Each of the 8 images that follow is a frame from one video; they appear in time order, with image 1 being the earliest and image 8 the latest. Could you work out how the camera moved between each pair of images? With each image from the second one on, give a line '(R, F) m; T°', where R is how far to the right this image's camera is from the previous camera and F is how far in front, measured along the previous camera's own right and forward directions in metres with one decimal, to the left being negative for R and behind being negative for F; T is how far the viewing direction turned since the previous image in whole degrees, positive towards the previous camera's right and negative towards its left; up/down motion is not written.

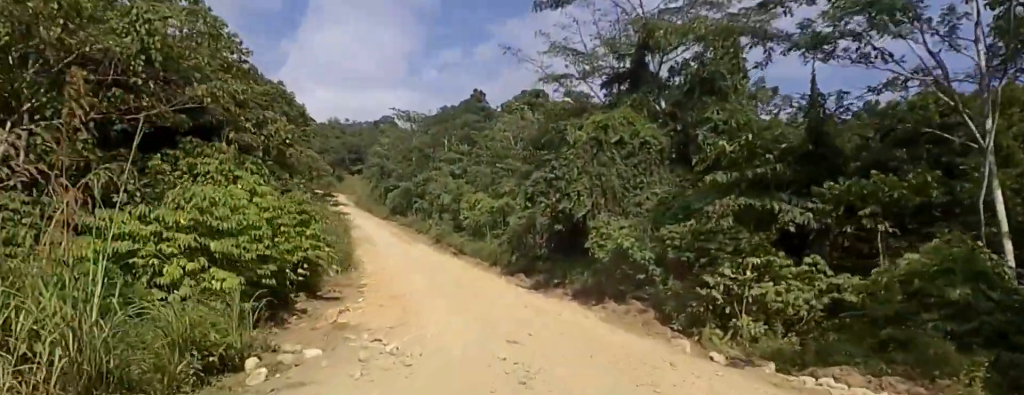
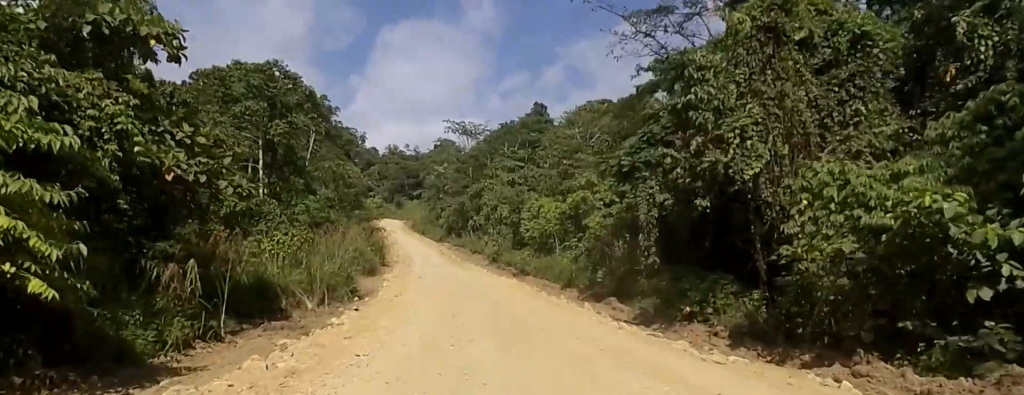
(-0.8, +18.1) m; -10°
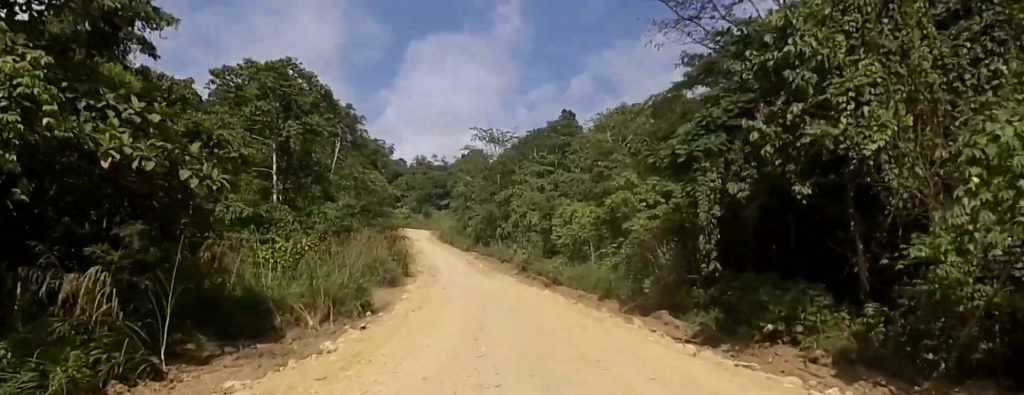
(-0.4, +4.6) m; -4°
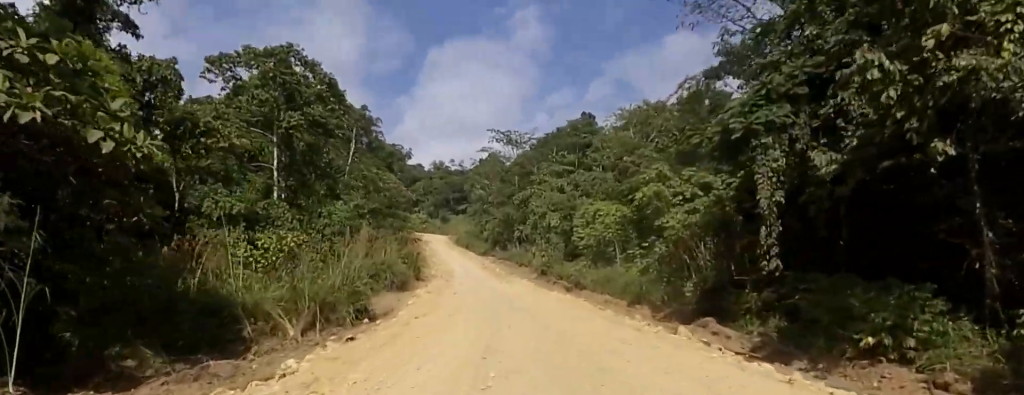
(0.0, +4.3) m; -1°
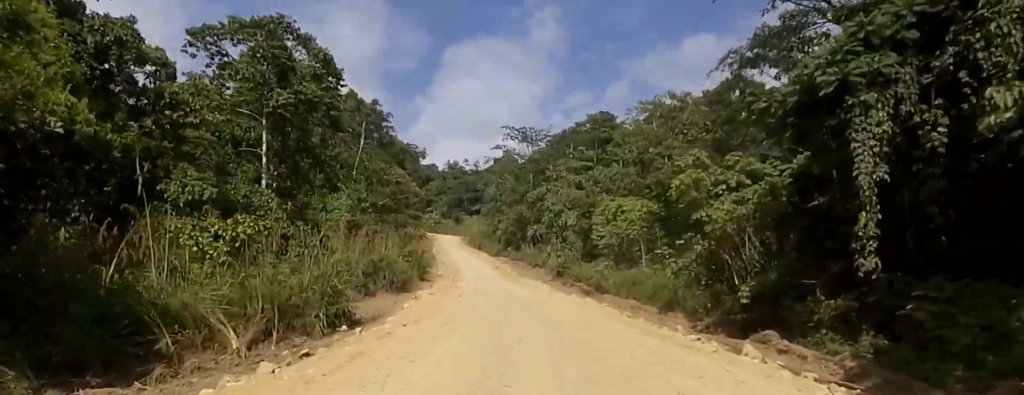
(0.0, +5.1) m; 0°
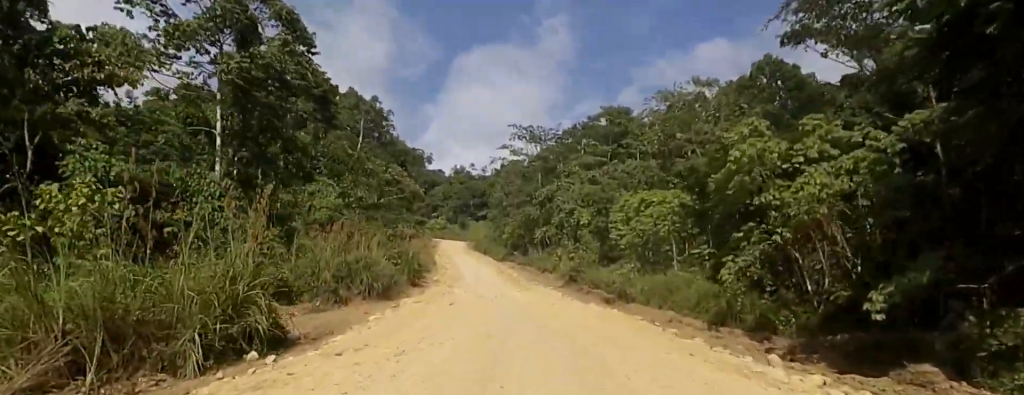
(0.0, +7.5) m; 0°
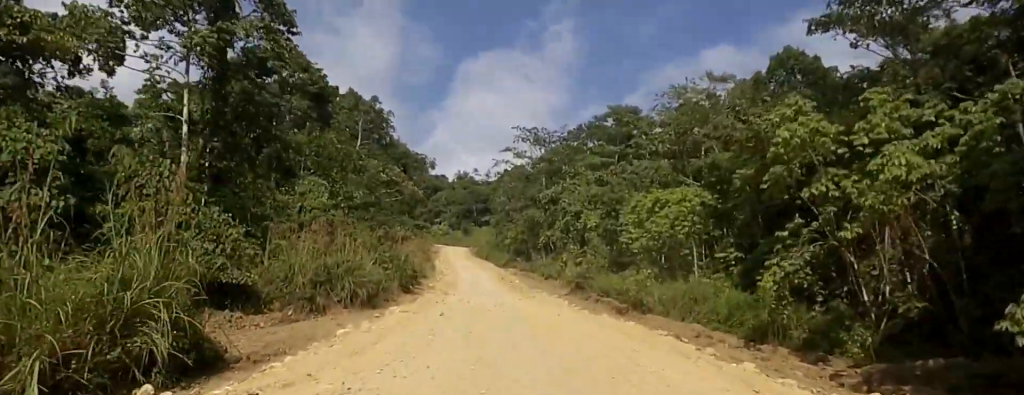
(0.0, +3.6) m; 0°
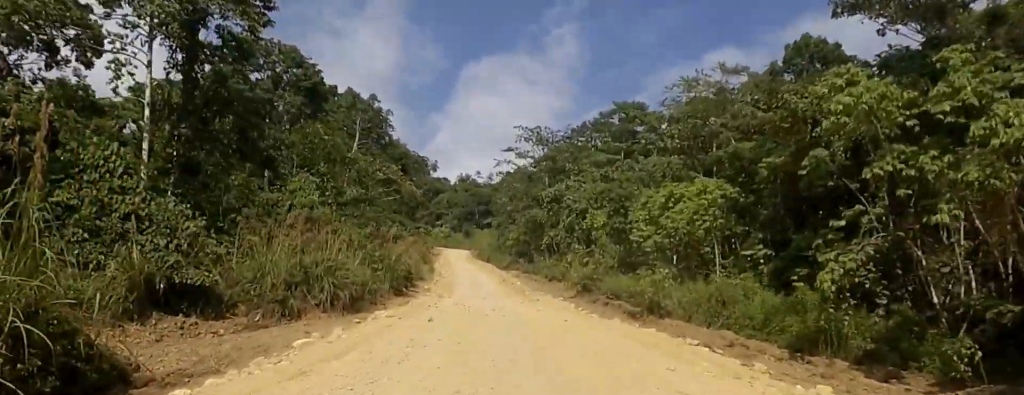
(0.0, +3.1) m; 0°
